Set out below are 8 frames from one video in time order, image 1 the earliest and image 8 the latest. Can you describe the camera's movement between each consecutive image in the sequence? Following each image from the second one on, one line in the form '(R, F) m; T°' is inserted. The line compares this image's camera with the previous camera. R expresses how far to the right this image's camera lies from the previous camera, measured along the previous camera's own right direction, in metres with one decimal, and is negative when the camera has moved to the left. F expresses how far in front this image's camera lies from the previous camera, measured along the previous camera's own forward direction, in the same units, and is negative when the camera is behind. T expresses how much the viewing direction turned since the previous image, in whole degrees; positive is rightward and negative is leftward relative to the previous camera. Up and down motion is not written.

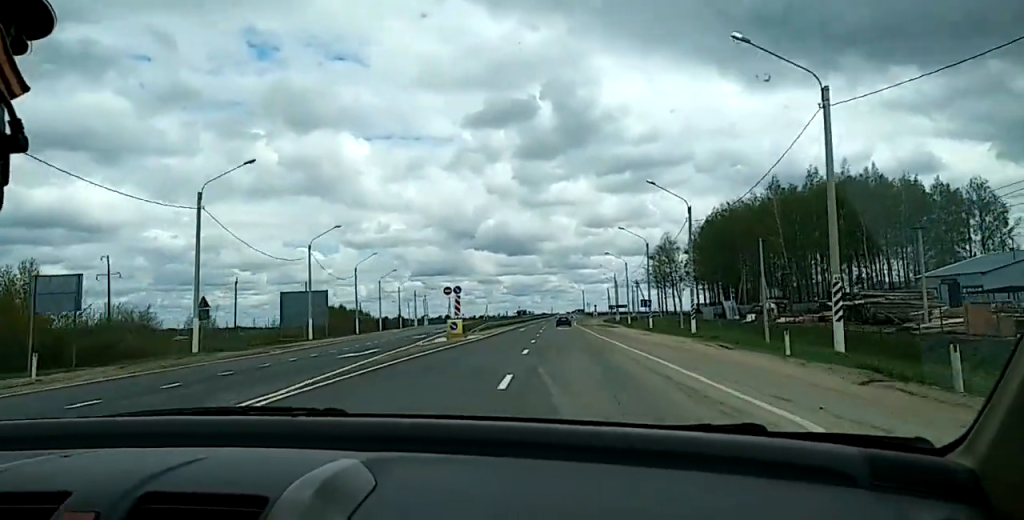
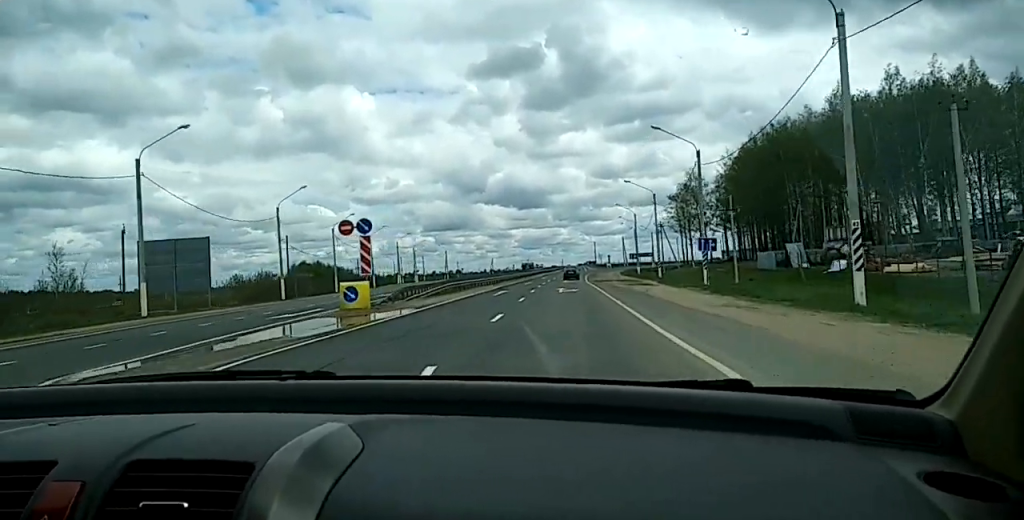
(-0.3, +29.6) m; -2°
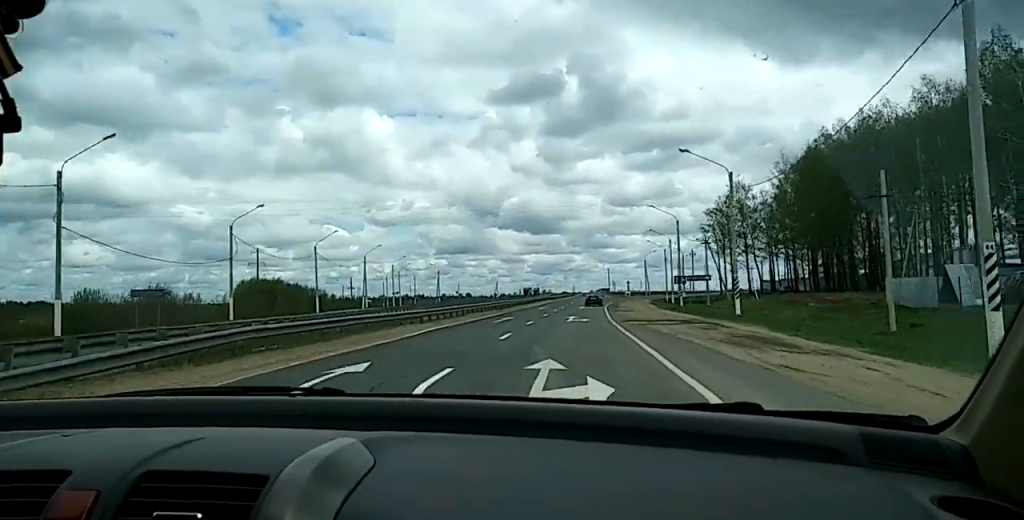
(0.0, +33.4) m; +1°
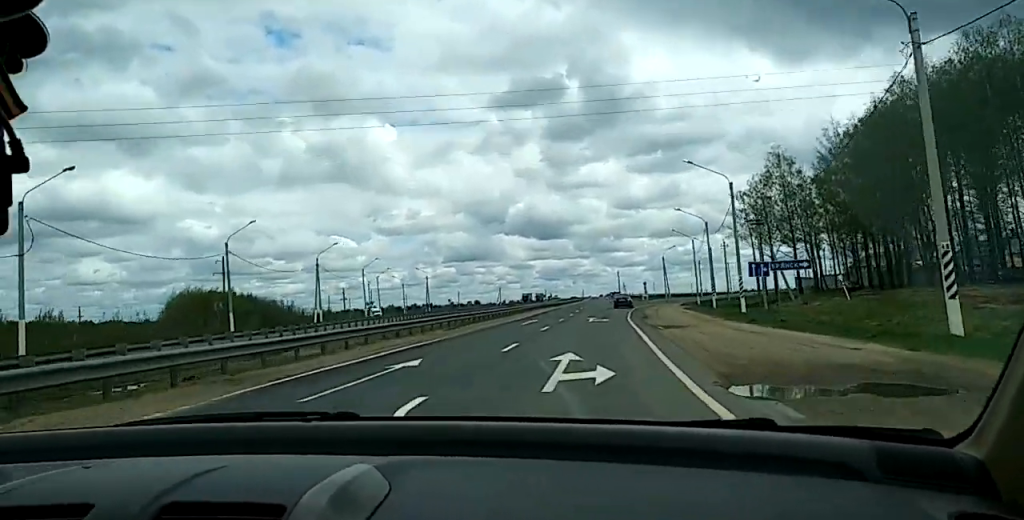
(+0.1, +26.2) m; -1°
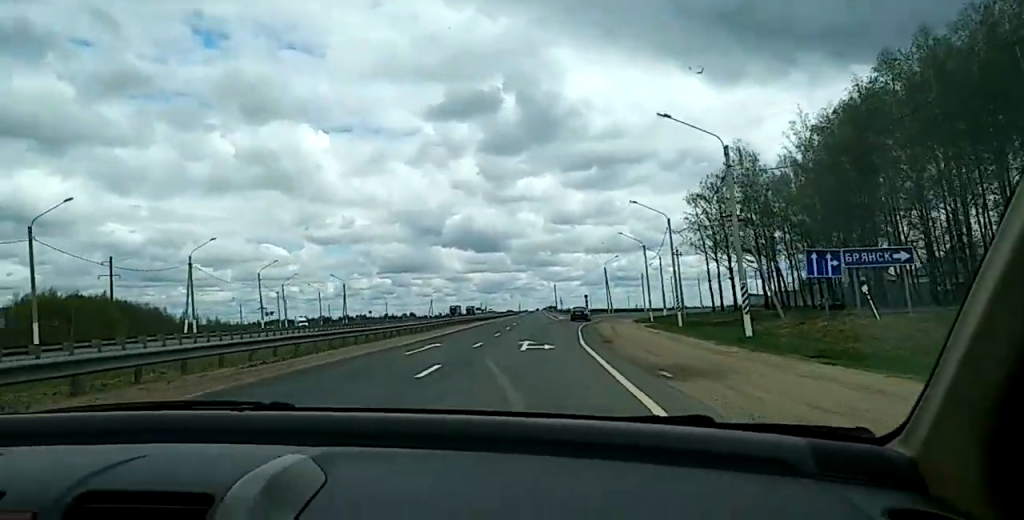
(-0.5, +16.9) m; 0°
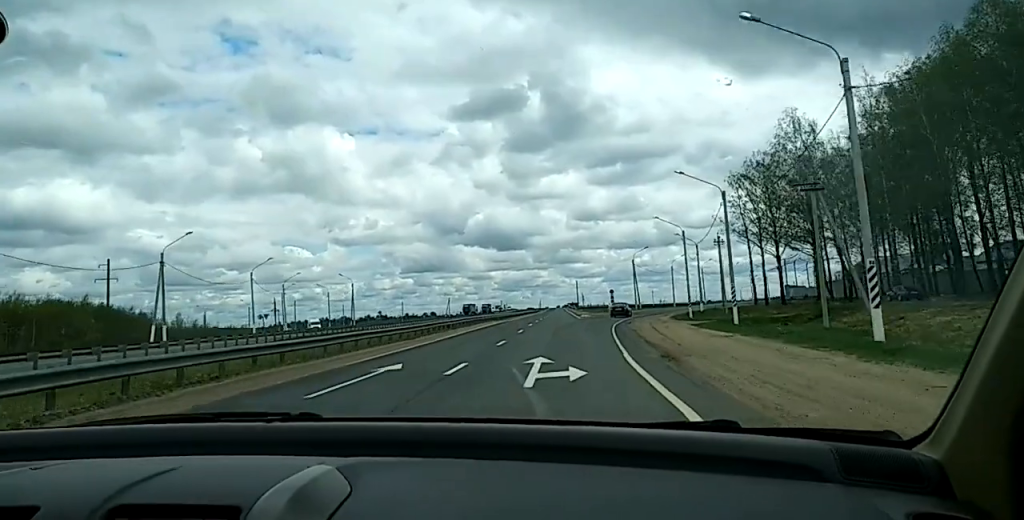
(+0.3, +11.8) m; 0°
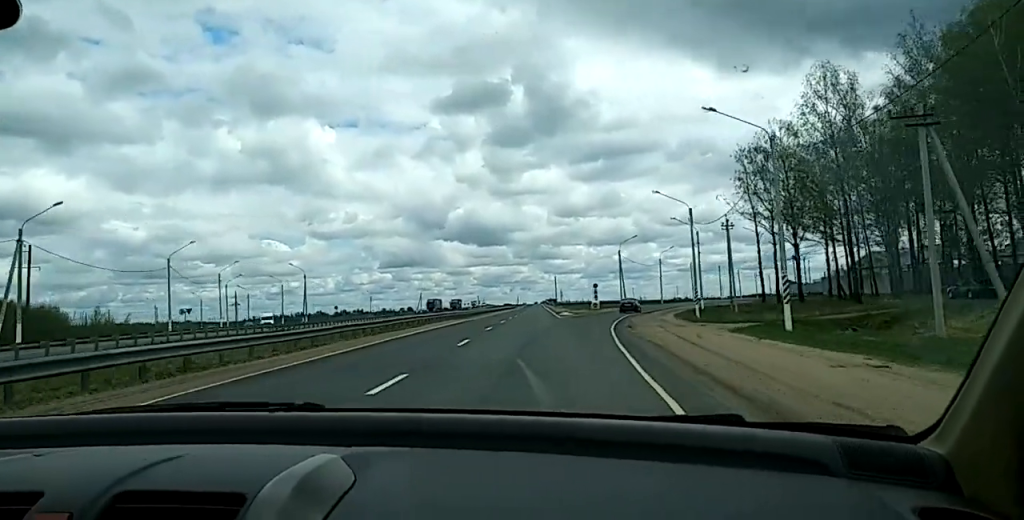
(+0.1, +15.6) m; +1°
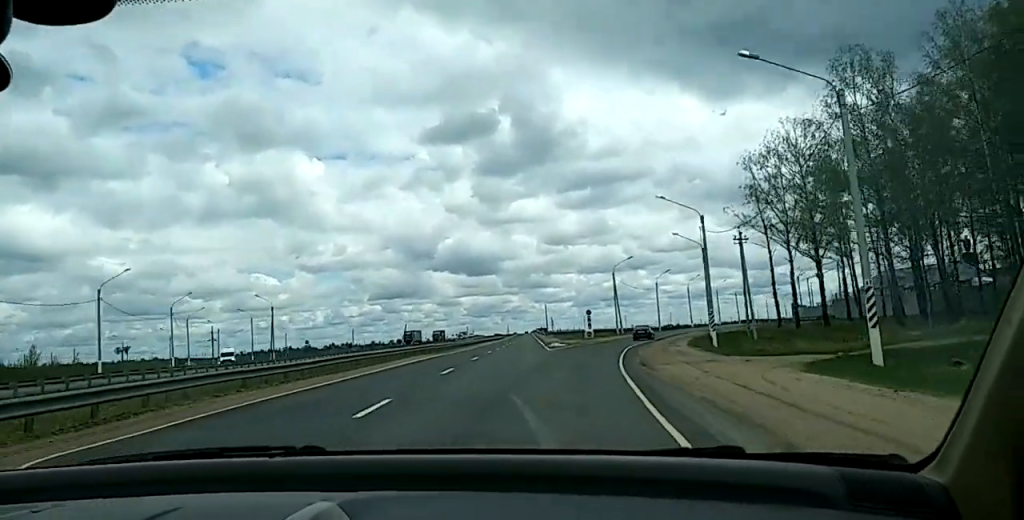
(-0.4, +10.8) m; +1°
